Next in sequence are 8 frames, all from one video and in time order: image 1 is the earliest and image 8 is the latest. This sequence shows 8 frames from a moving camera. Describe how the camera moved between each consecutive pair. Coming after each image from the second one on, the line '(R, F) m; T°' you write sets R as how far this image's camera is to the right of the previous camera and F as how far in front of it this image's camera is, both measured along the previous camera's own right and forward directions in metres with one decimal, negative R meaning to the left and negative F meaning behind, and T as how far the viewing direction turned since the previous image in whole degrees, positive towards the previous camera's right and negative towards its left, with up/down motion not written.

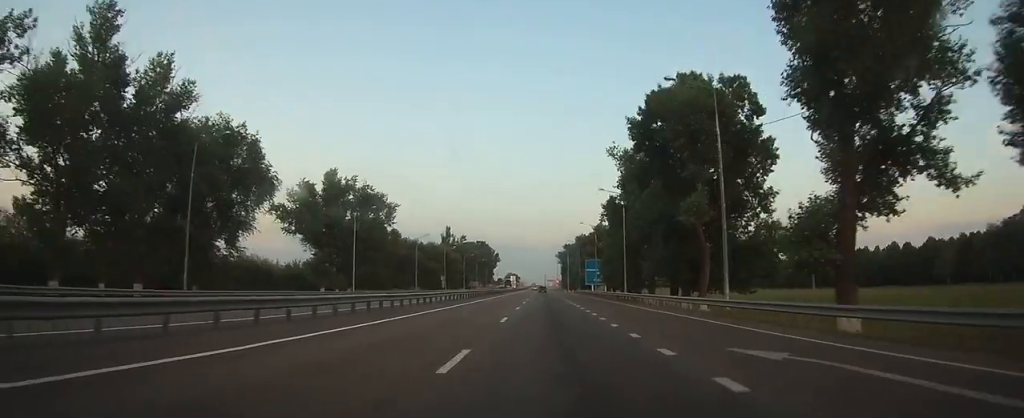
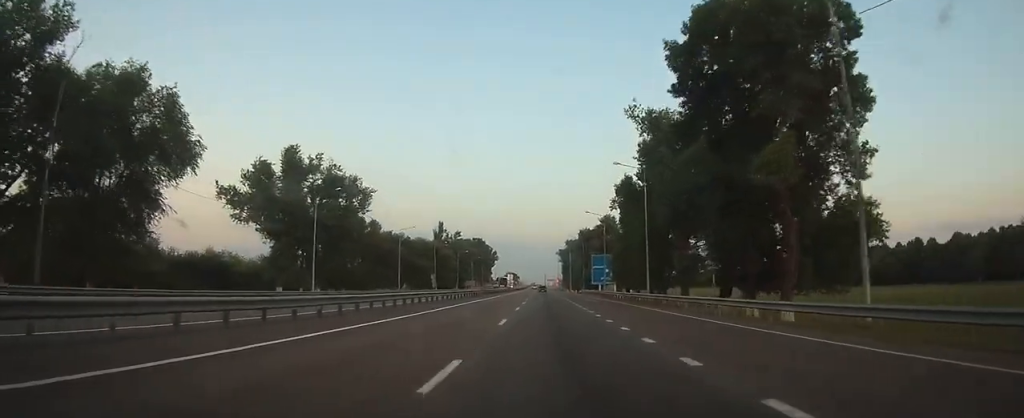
(0.0, +13.6) m; 0°
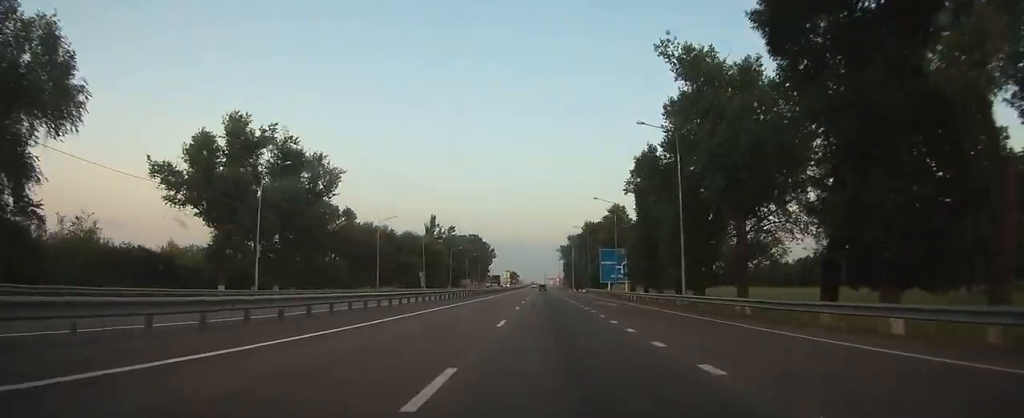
(0.0, +12.9) m; 0°
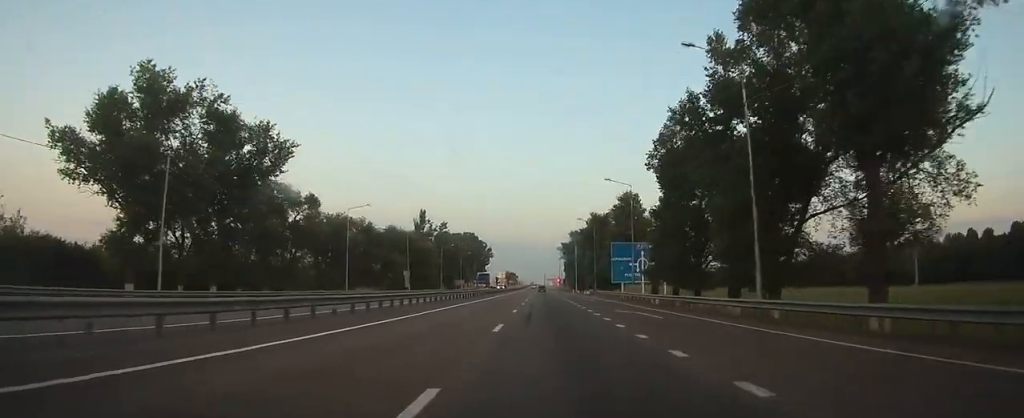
(0.0, +13.6) m; 0°
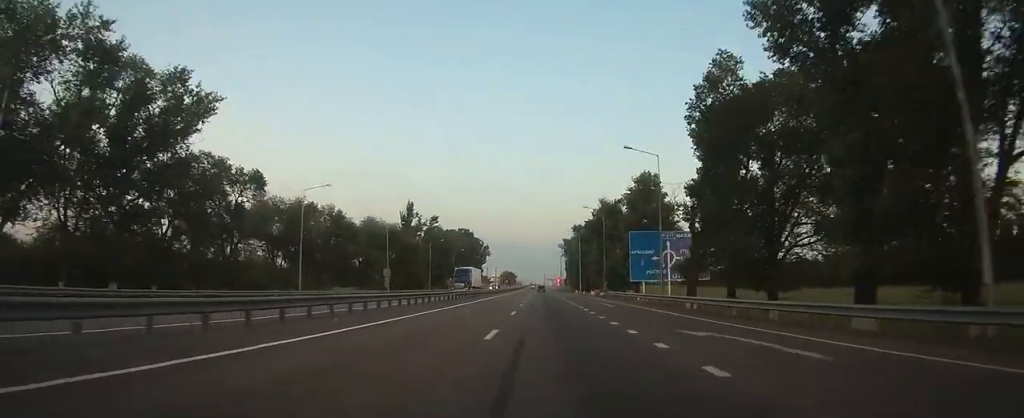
(0.0, +14.2) m; 0°
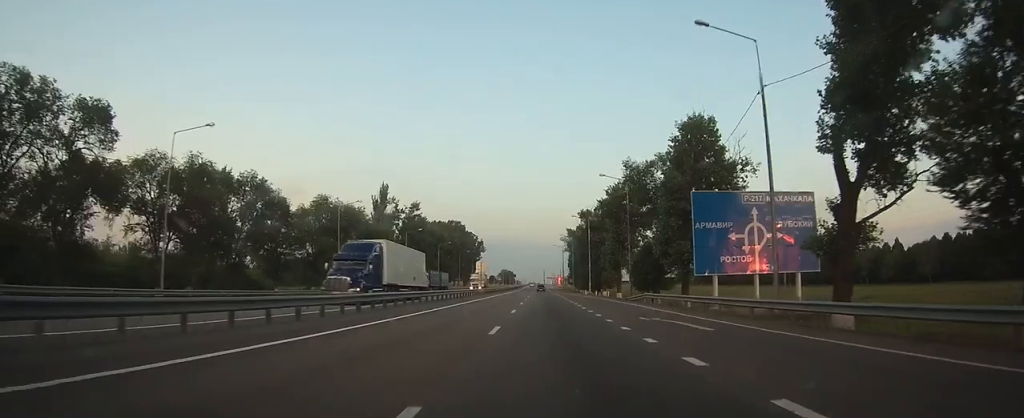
(0.0, +22.6) m; 0°
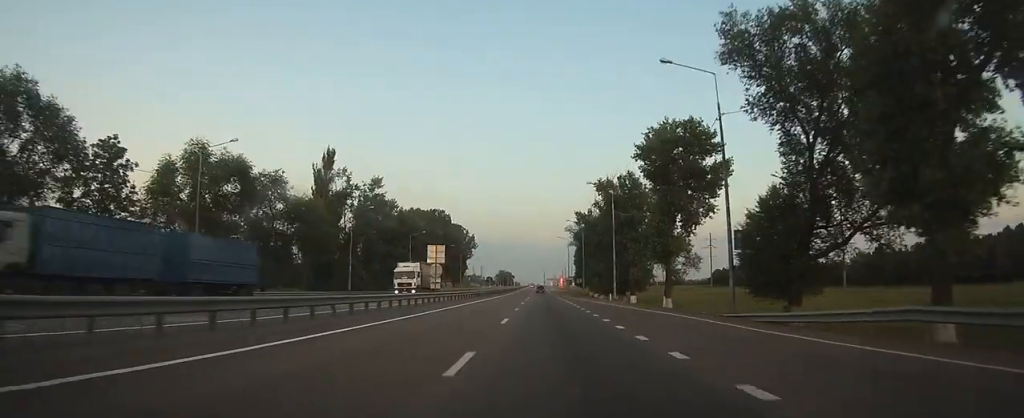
(+0.1, +30.4) m; 0°
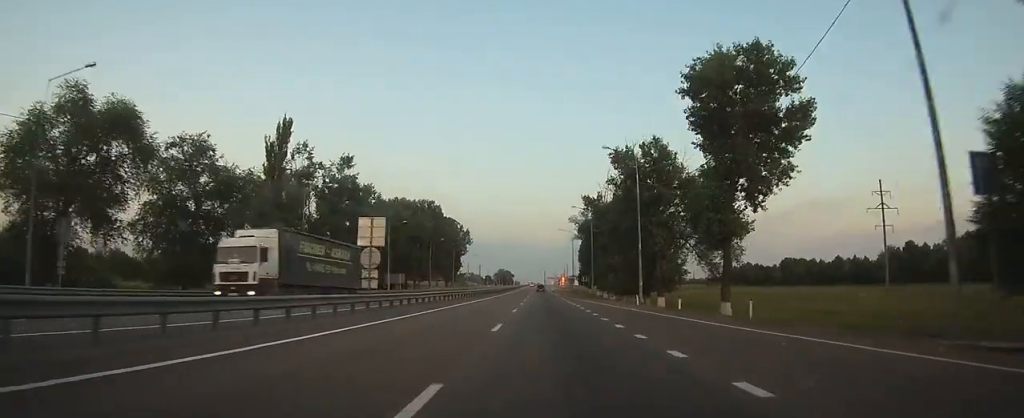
(0.0, +15.6) m; 0°
